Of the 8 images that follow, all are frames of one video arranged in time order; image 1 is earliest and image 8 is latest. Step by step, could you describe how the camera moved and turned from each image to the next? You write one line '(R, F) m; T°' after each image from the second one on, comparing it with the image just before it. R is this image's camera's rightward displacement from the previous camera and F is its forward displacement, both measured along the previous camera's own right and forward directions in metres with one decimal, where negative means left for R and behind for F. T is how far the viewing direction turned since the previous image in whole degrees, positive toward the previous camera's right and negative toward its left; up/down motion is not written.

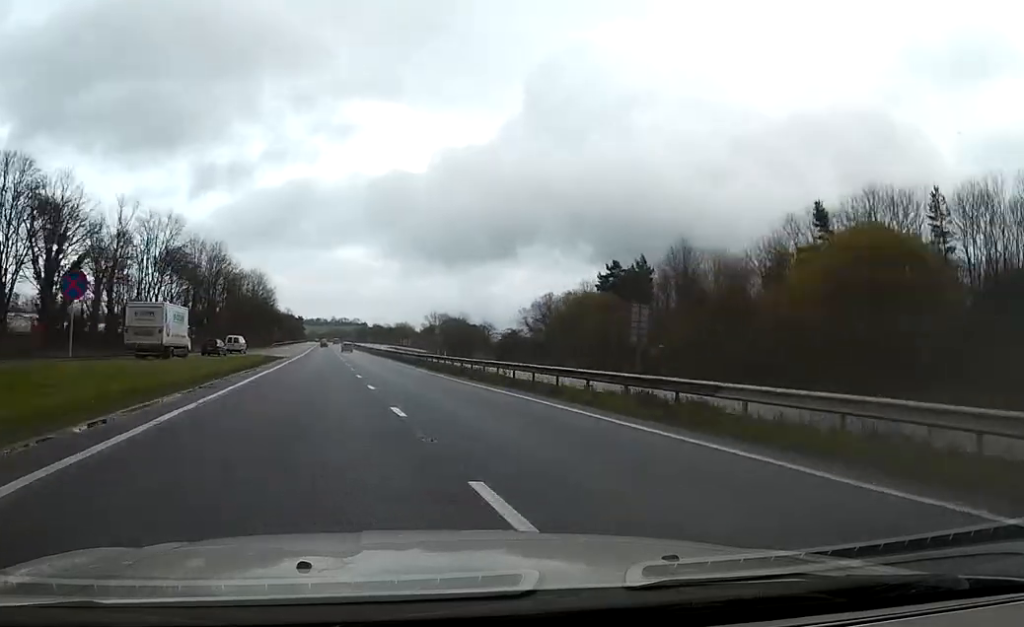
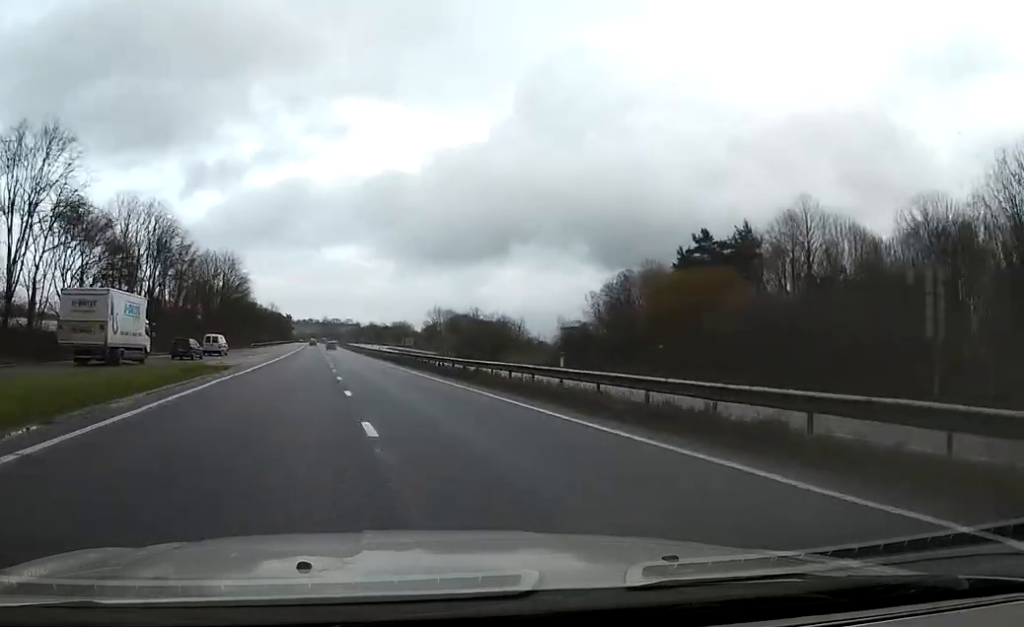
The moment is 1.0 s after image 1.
(+0.4, +28.5) m; +1°
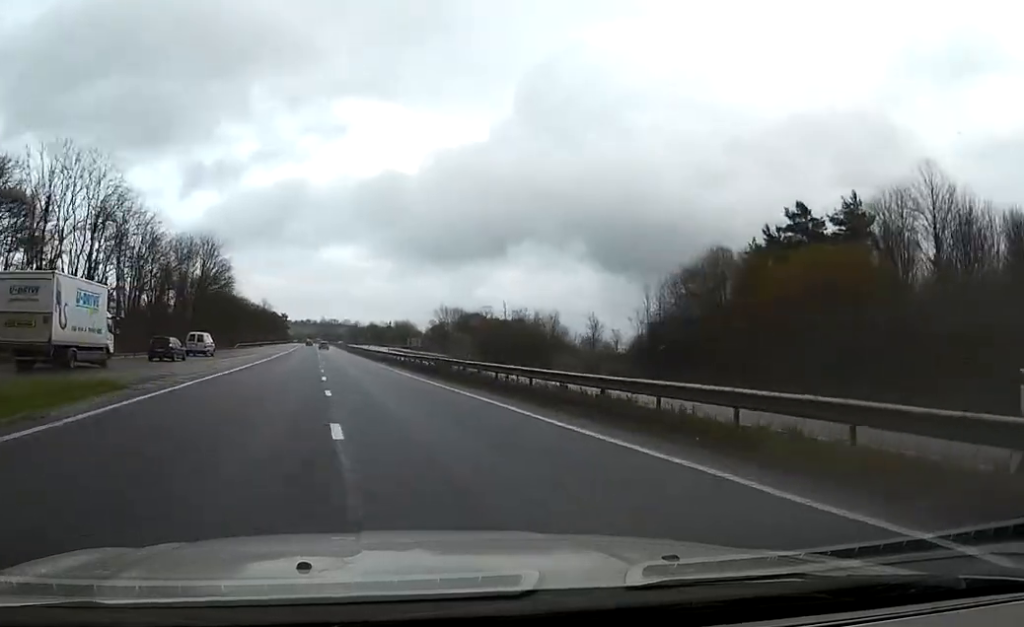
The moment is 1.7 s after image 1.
(+0.4, +17.6) m; 0°
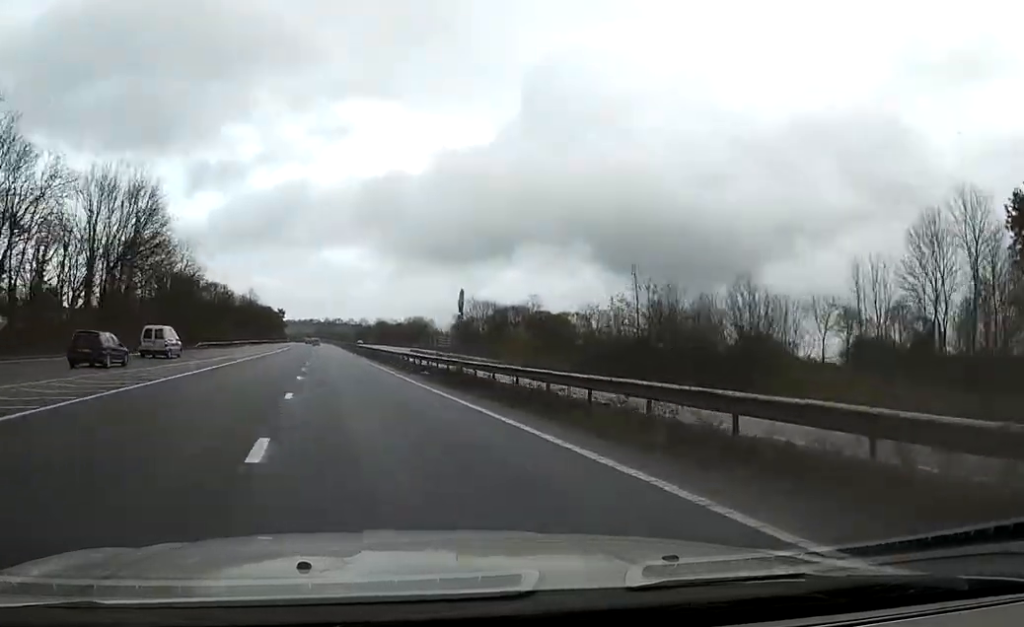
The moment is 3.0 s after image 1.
(-0.7, +36.4) m; -1°
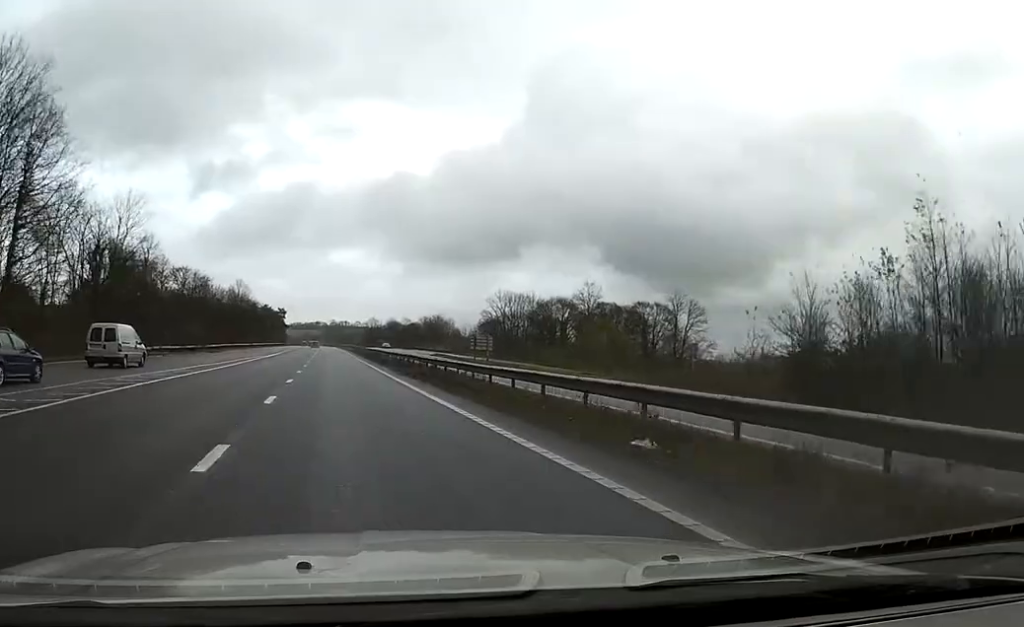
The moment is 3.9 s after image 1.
(+0.1, +26.2) m; 0°
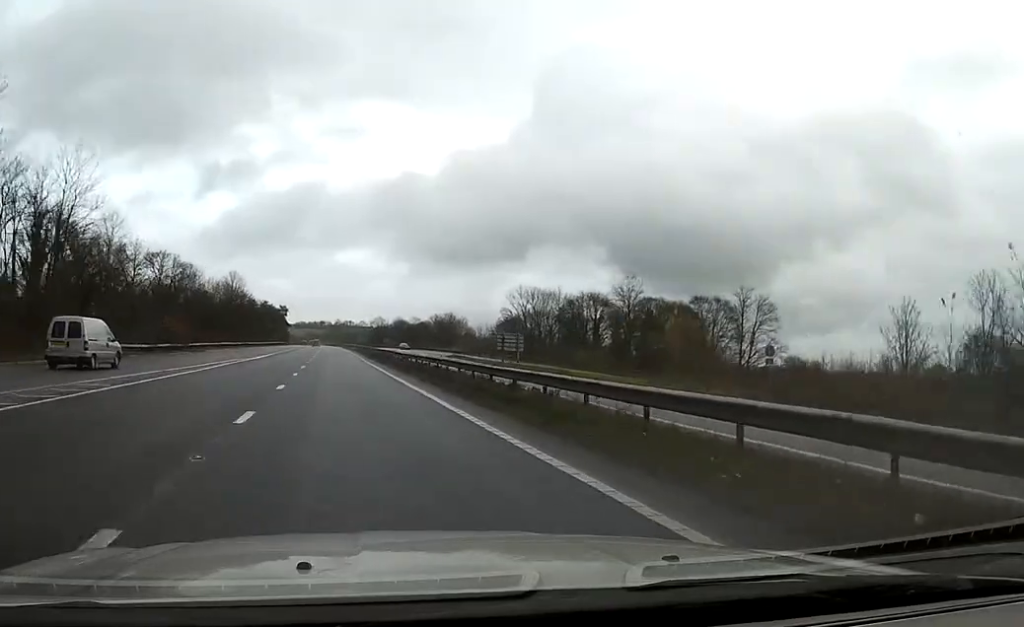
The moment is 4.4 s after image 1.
(-0.2, +13.1) m; 0°
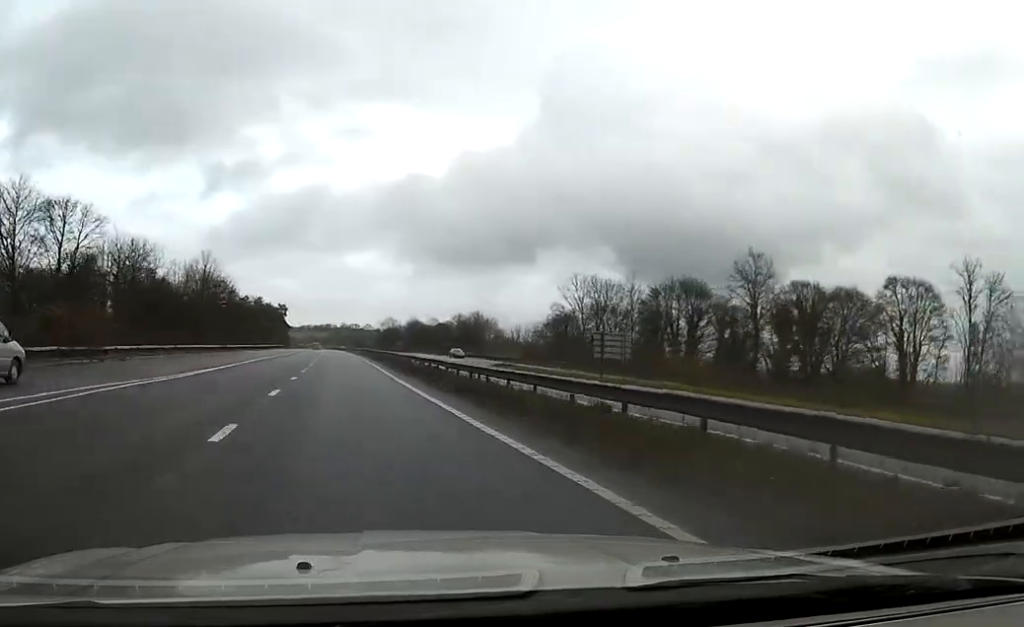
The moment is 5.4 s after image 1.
(+0.2, +27.8) m; +1°
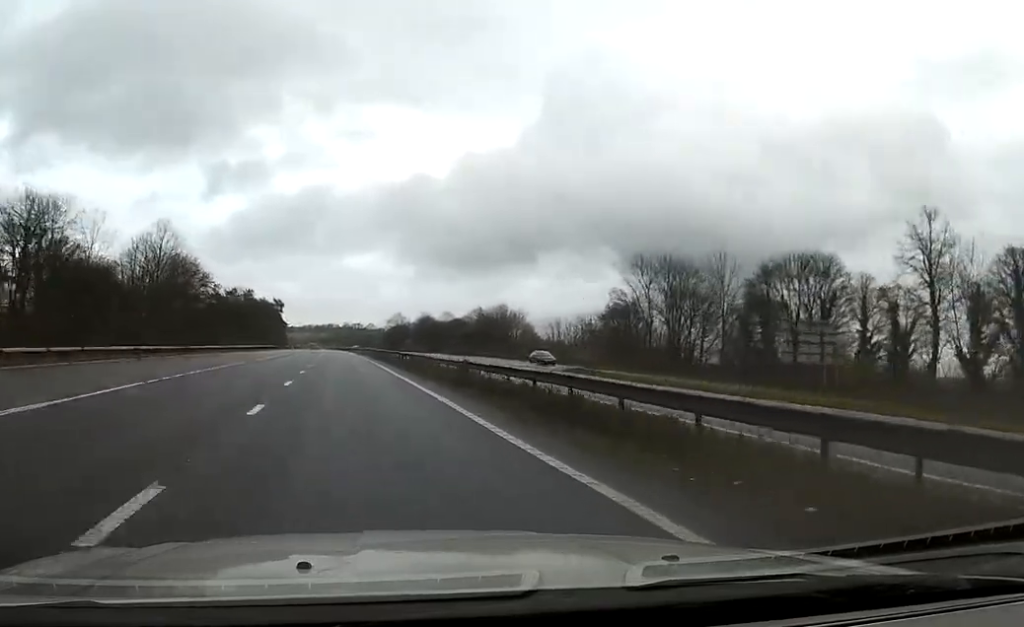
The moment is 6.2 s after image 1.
(+0.1, +21.9) m; 0°
